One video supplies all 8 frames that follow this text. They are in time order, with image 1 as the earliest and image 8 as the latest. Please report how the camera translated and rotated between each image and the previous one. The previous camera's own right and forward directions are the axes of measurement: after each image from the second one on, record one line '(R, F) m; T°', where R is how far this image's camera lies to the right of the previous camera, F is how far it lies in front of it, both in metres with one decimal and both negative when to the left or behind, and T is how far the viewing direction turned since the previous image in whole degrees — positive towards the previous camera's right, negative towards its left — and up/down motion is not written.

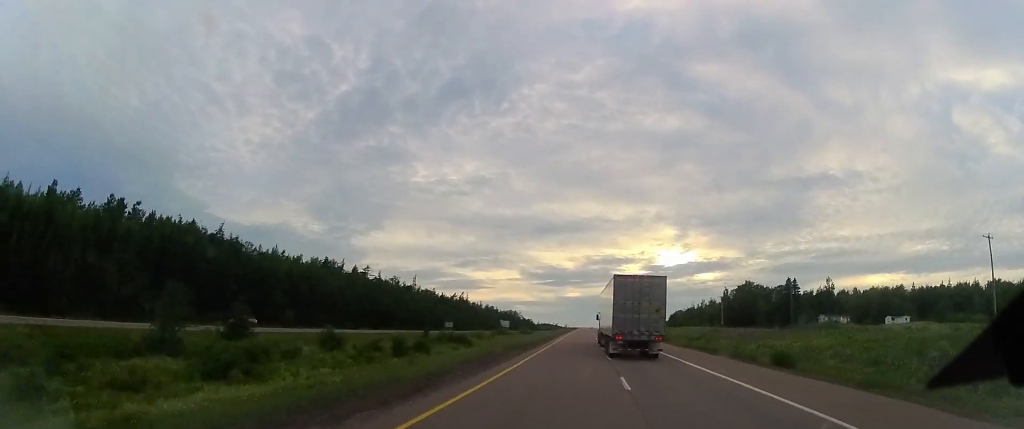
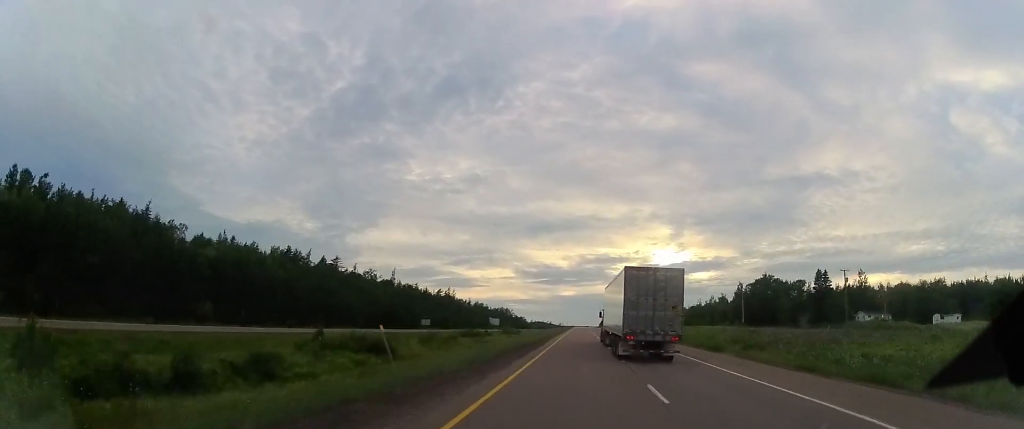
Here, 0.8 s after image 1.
(-0.2, +25.8) m; +1°
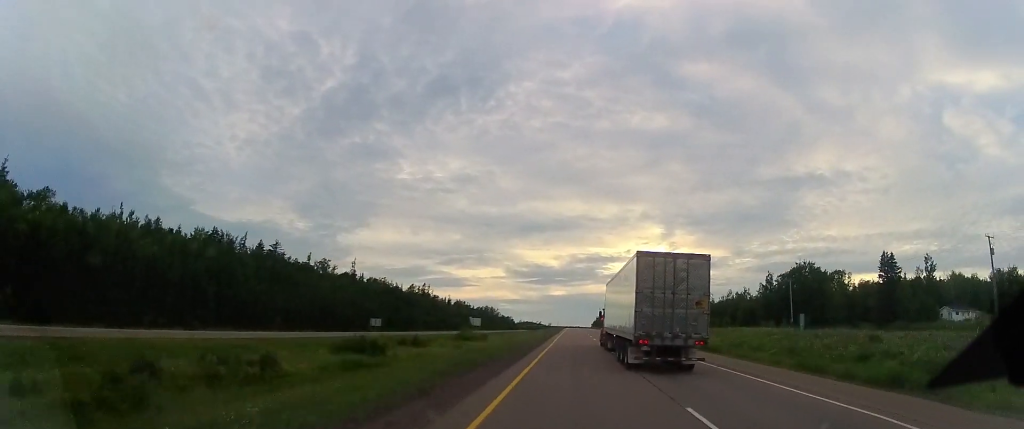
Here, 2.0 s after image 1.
(+0.9, +38.4) m; +2°
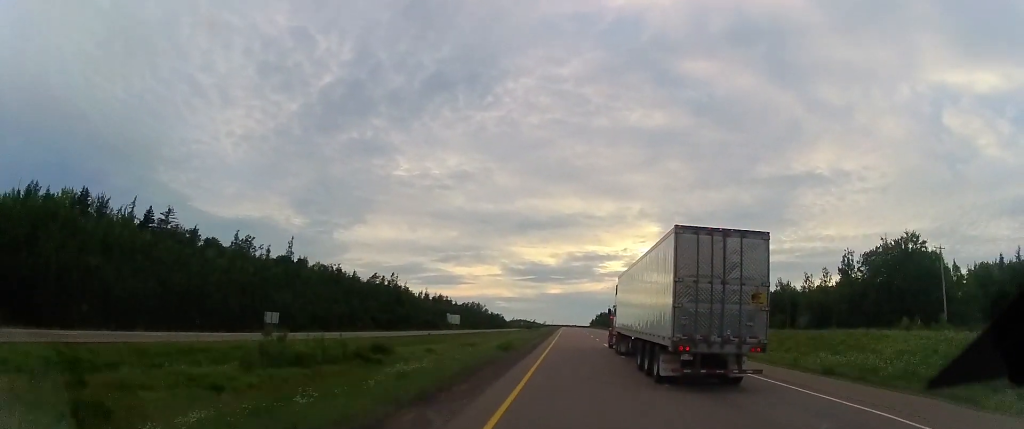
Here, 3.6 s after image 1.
(+0.4, +50.9) m; 0°
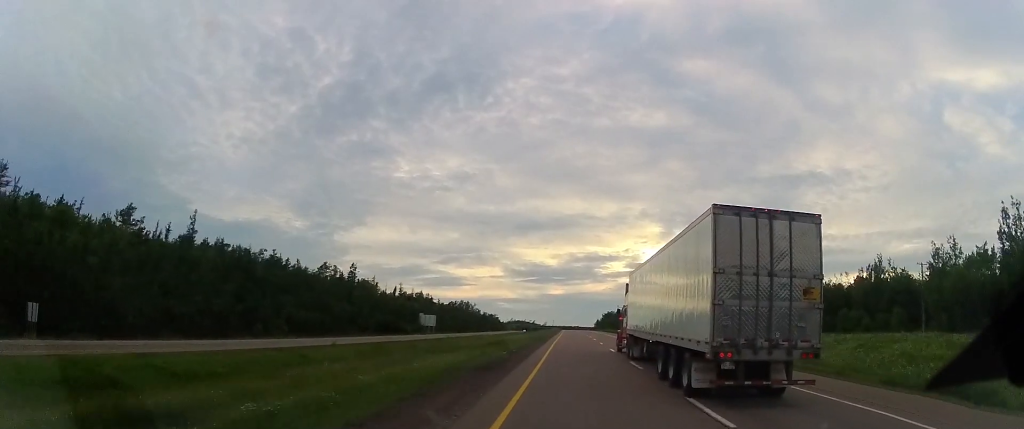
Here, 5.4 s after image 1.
(-0.1, +52.2) m; 0°
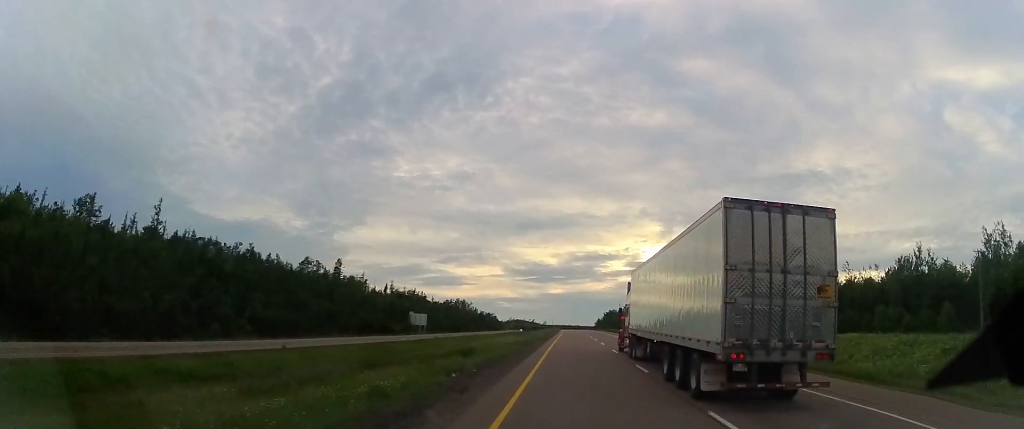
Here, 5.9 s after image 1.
(0.0, +13.5) m; +1°
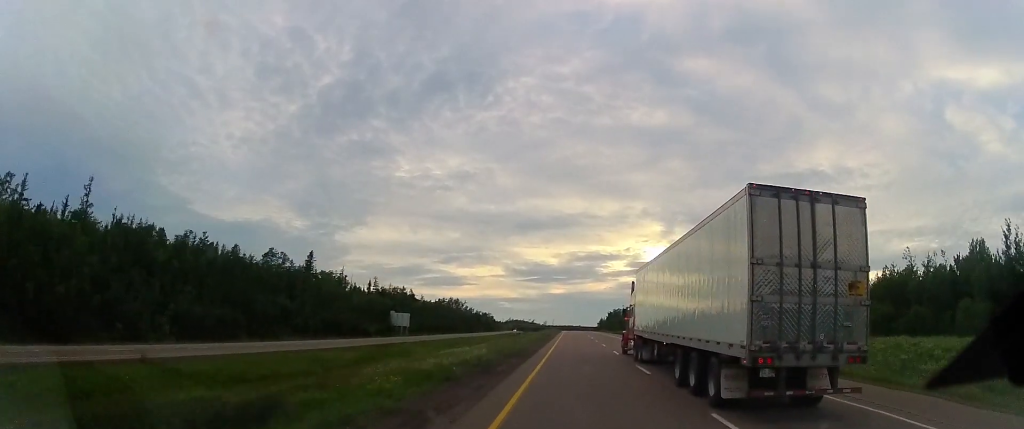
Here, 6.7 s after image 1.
(+0.1, +23.1) m; +1°
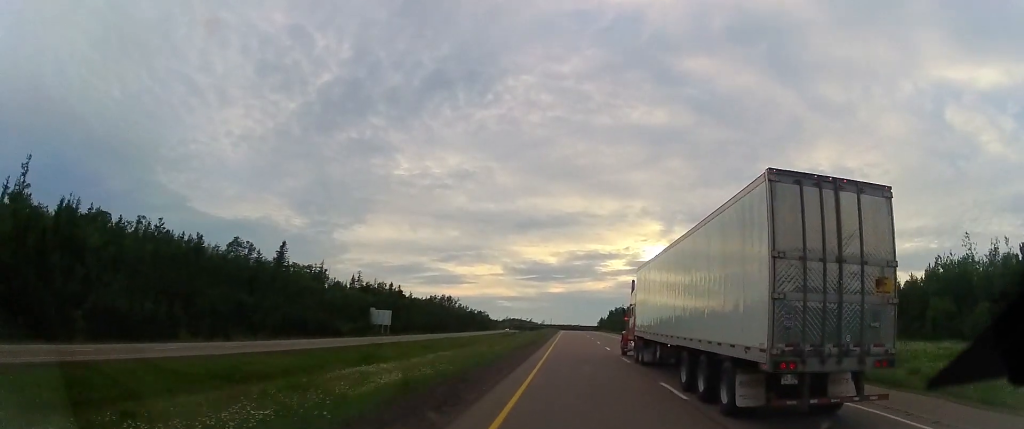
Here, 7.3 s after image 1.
(+0.3, +17.3) m; 0°
